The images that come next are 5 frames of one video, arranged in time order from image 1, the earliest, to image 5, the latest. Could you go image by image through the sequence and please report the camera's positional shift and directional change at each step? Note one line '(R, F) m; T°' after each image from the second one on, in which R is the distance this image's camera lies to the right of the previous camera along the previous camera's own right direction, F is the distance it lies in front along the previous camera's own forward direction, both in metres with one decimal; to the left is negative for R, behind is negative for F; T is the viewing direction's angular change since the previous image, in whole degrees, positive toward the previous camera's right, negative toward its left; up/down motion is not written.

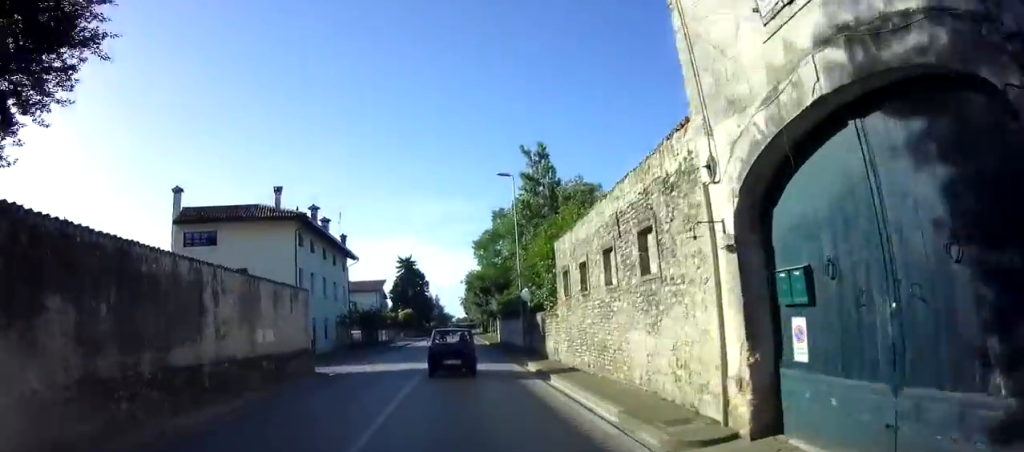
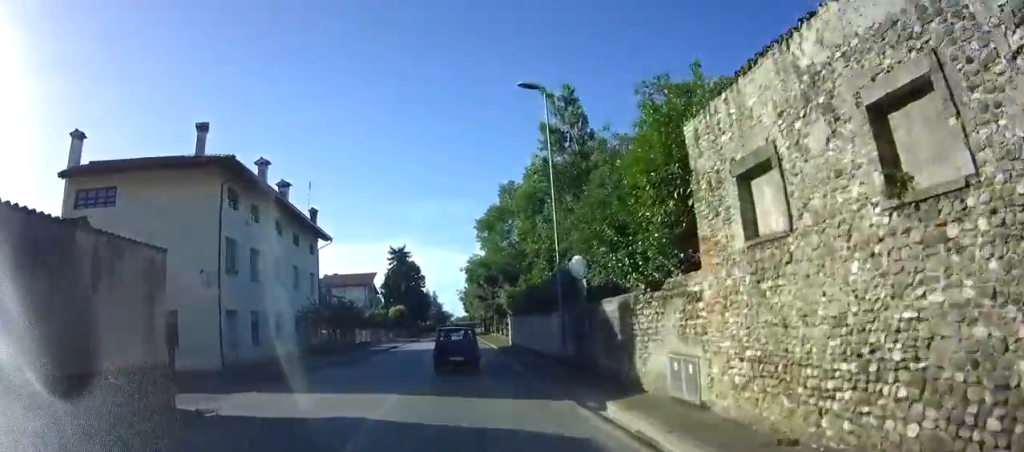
(-0.1, +10.2) m; -1°
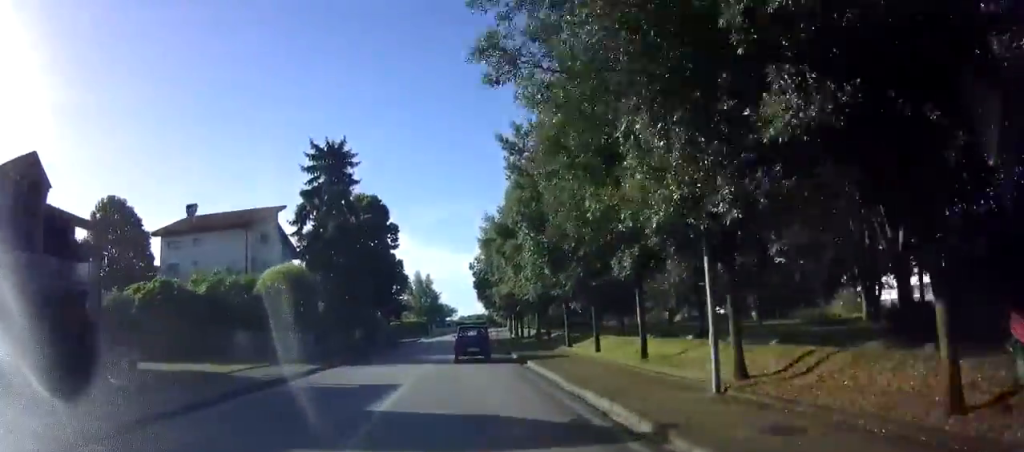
(-1.6, +48.6) m; -3°
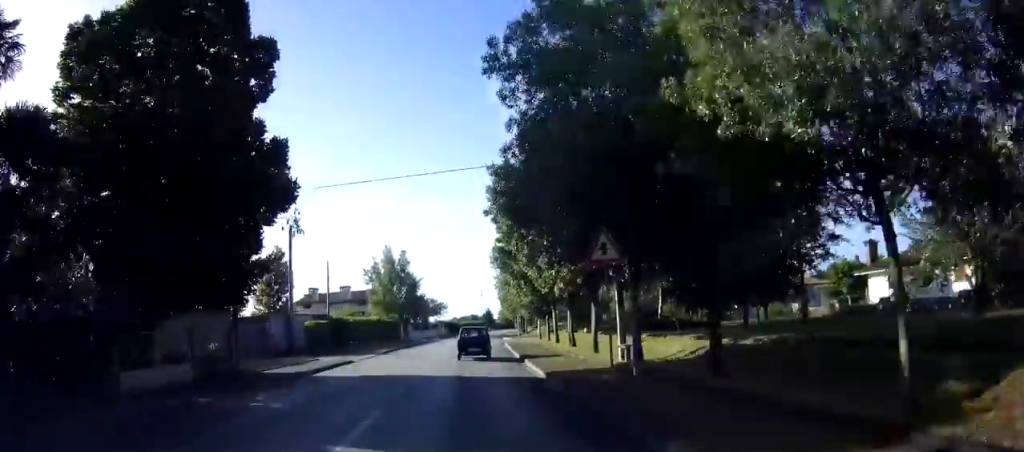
(-0.1, +33.9) m; 0°
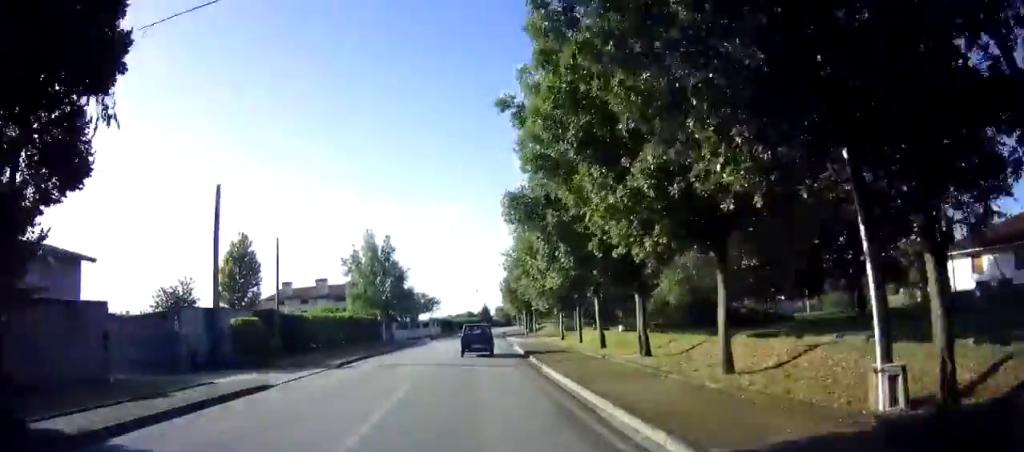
(0.0, +10.6) m; +1°
